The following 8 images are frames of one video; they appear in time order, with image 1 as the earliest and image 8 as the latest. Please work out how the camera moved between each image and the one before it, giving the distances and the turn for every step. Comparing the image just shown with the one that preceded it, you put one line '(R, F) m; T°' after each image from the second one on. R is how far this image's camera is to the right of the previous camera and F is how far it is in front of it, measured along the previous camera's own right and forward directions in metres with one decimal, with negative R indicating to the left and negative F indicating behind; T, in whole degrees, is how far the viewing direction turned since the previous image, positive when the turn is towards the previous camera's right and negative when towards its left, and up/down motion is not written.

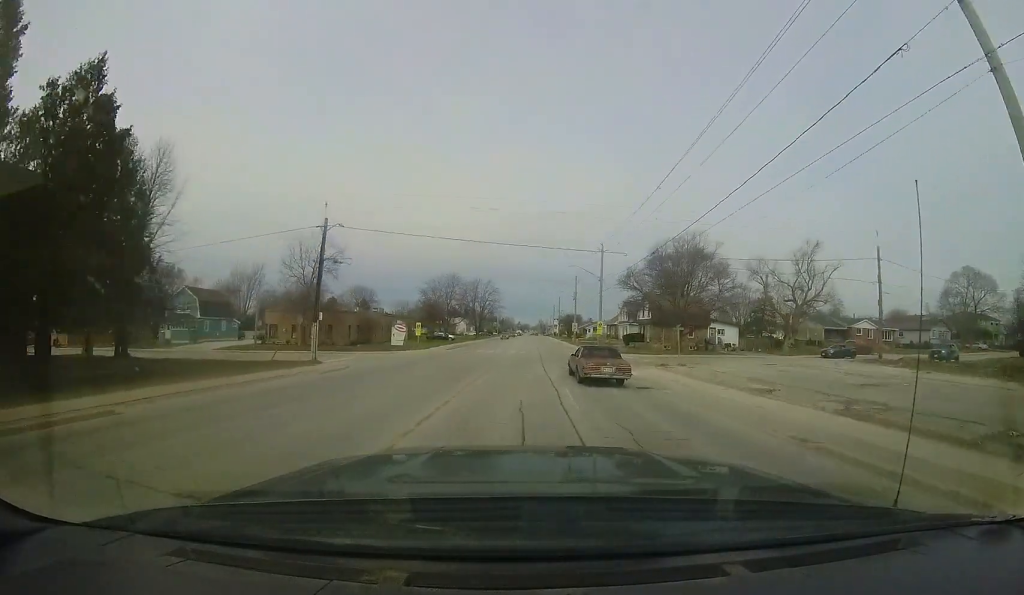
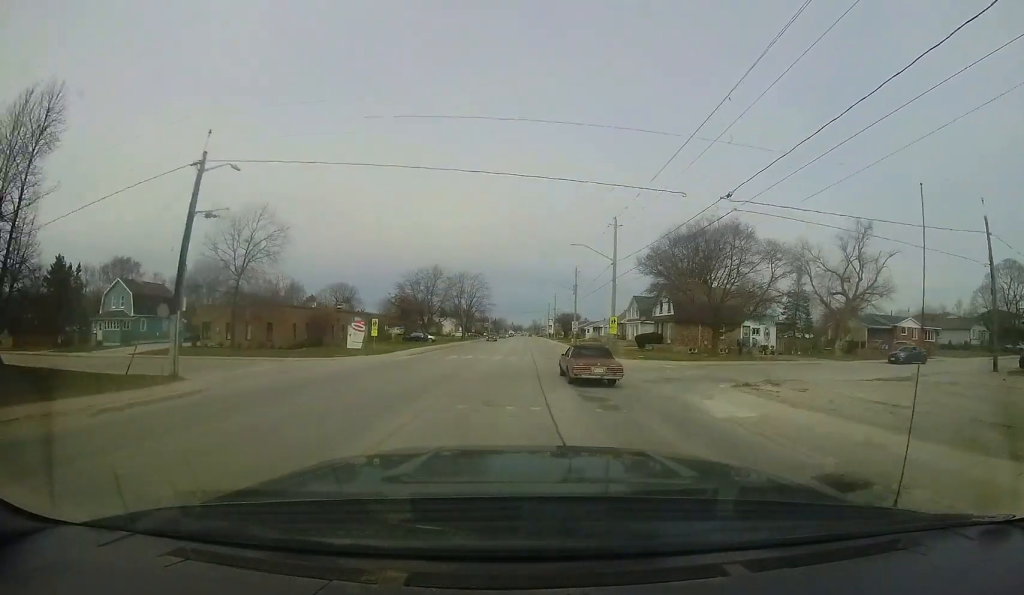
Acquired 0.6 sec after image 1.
(0.0, +9.9) m; +1°
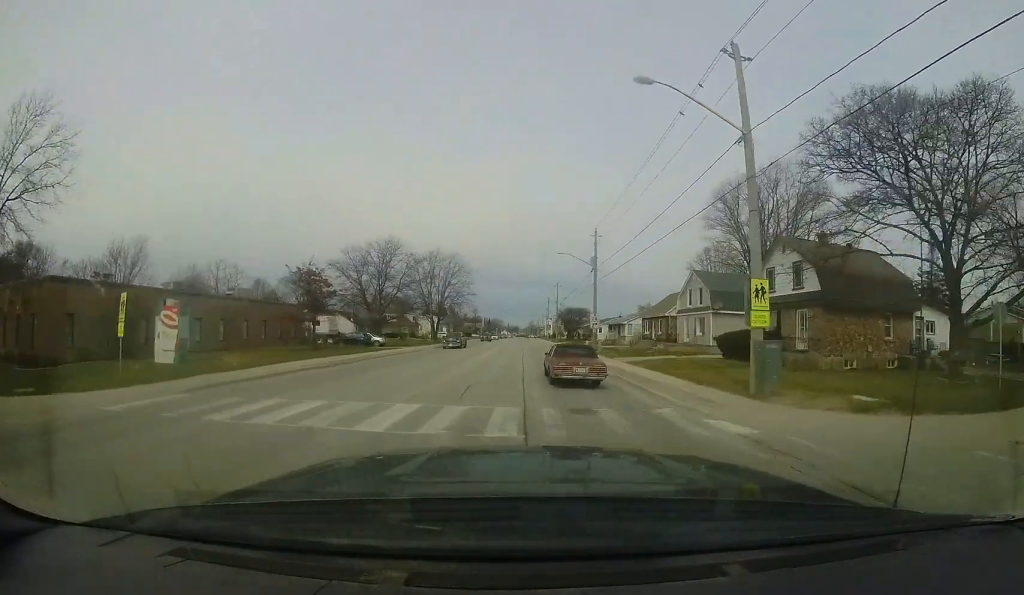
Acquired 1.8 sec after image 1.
(+0.4, +21.2) m; +2°
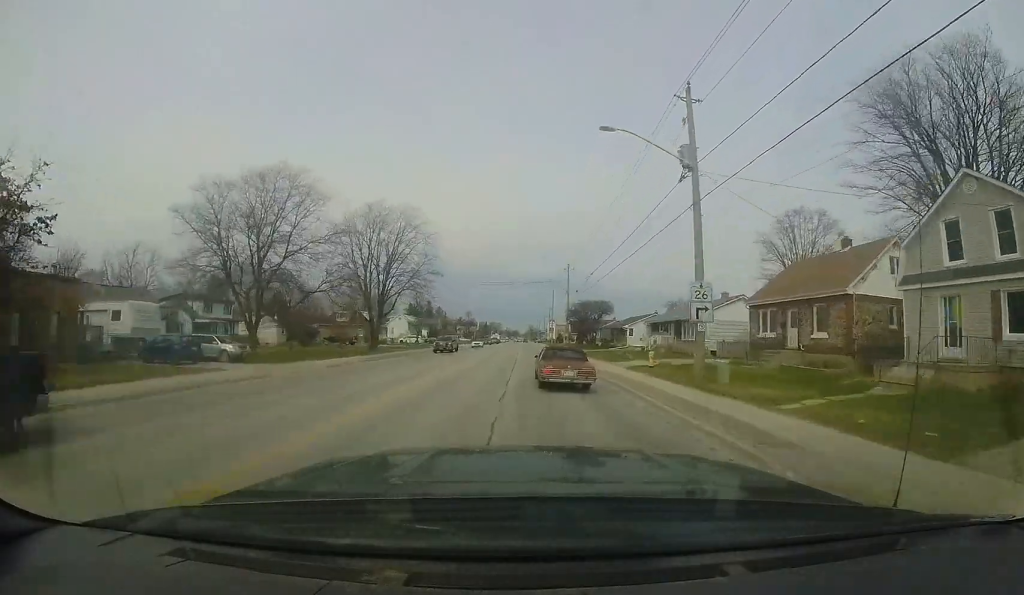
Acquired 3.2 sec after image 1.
(+0.5, +23.4) m; 0°
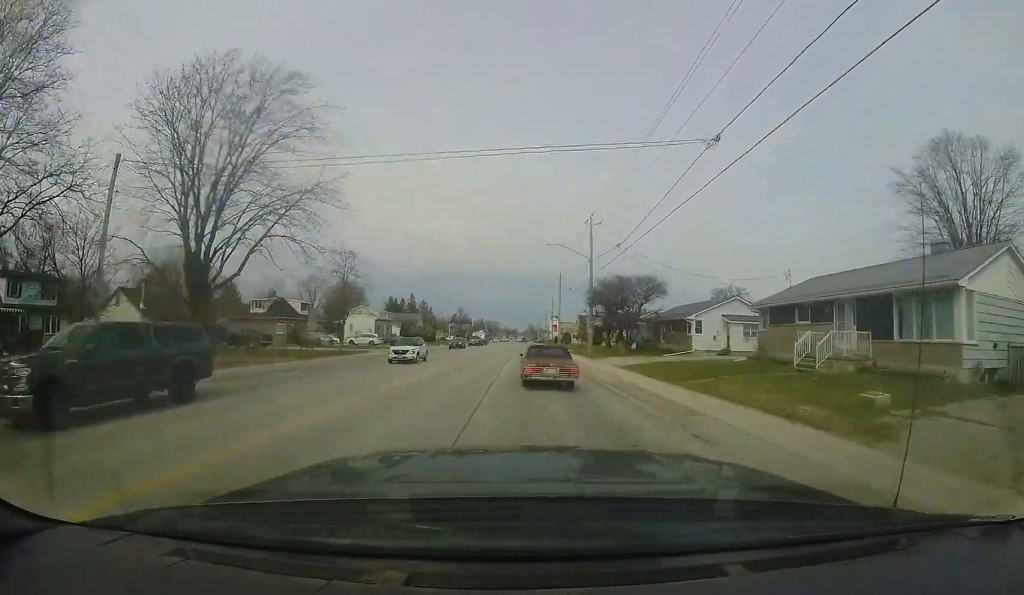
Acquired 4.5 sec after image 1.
(-0.9, +21.2) m; -2°
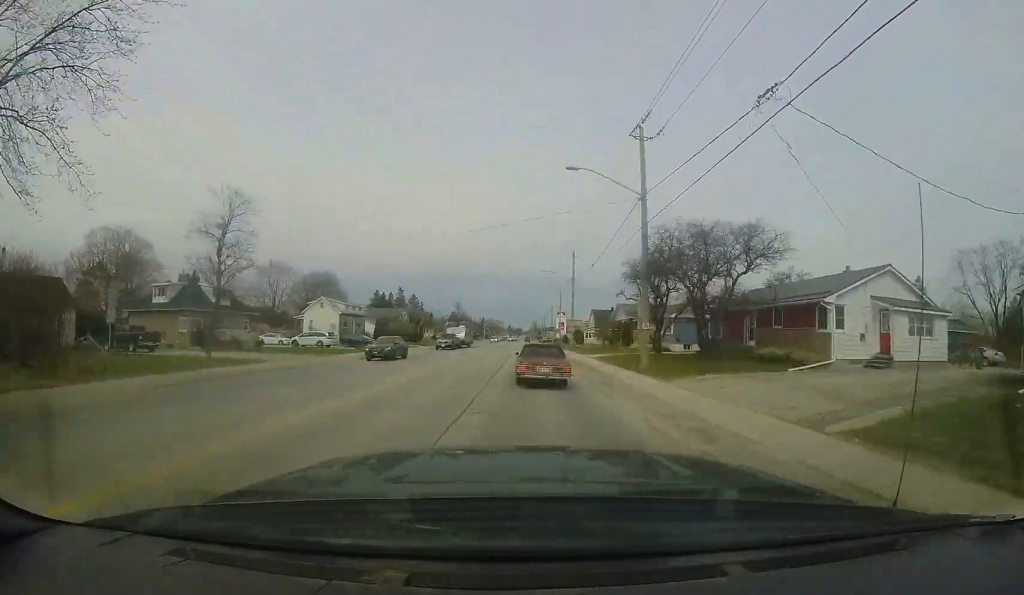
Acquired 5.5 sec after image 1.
(+0.2, +14.6) m; +3°
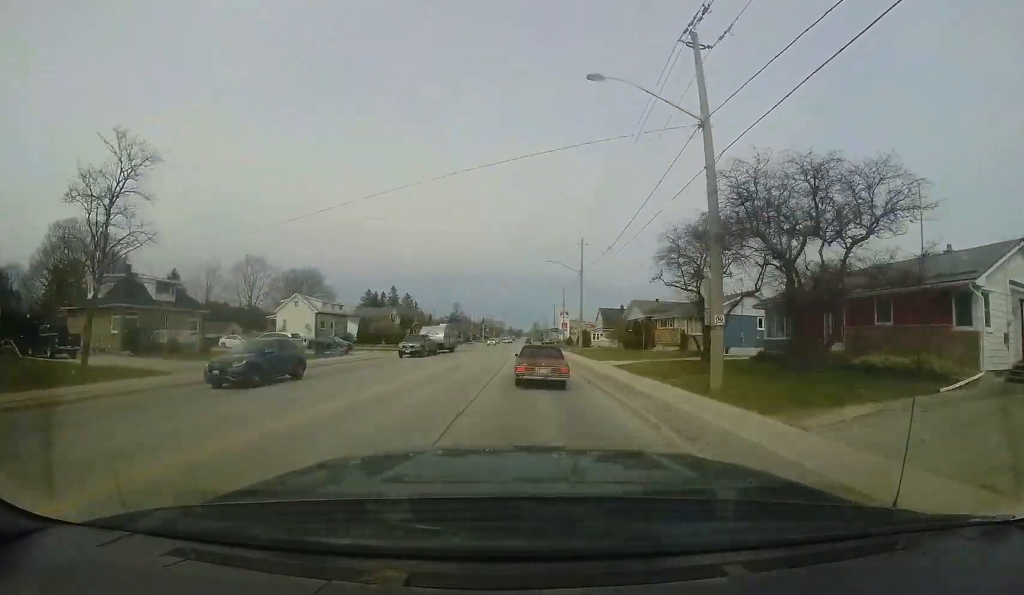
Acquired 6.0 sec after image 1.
(+0.5, +6.8) m; 0°
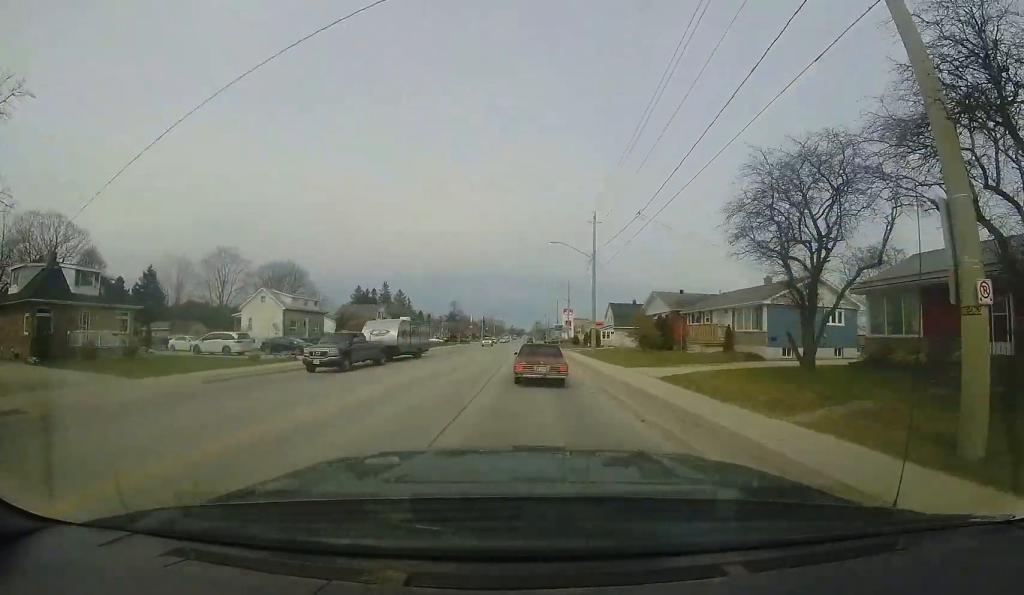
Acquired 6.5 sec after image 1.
(+0.1, +7.1) m; -1°
